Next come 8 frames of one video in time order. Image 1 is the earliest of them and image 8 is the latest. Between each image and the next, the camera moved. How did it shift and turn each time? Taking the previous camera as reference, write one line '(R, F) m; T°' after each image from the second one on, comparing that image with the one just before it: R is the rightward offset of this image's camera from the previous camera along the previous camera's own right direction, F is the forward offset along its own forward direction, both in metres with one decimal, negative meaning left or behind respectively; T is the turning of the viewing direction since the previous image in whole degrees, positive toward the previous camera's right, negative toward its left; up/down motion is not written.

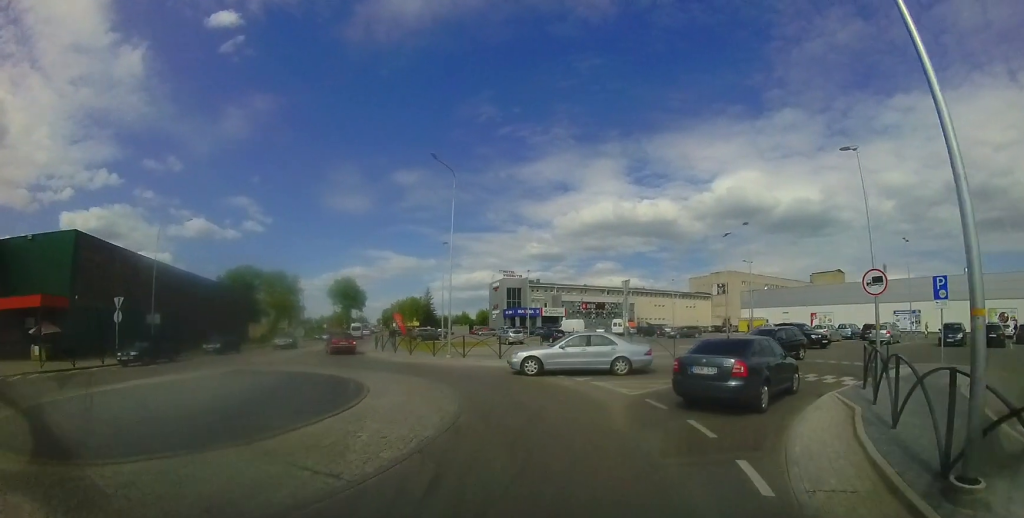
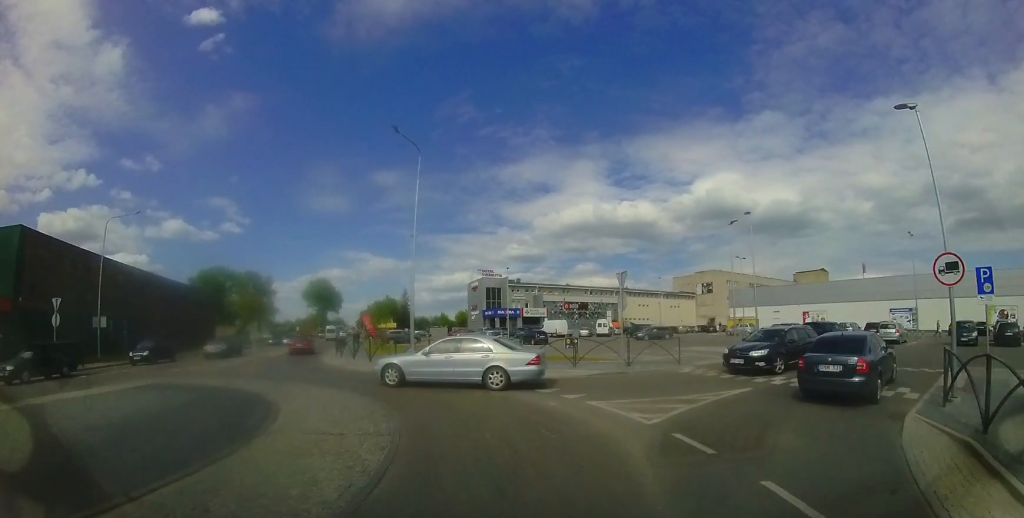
(-0.2, +2.4) m; -8°
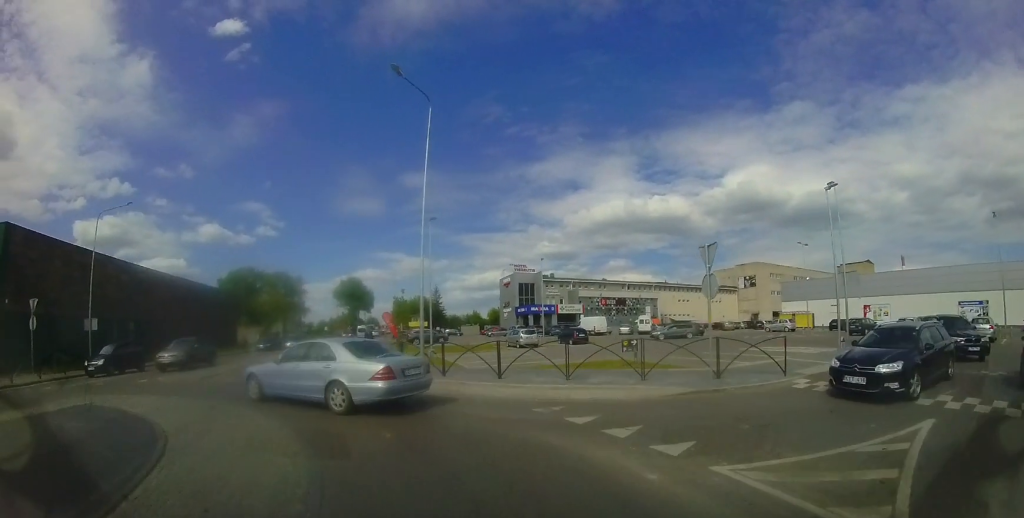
(-0.2, +3.1) m; -2°
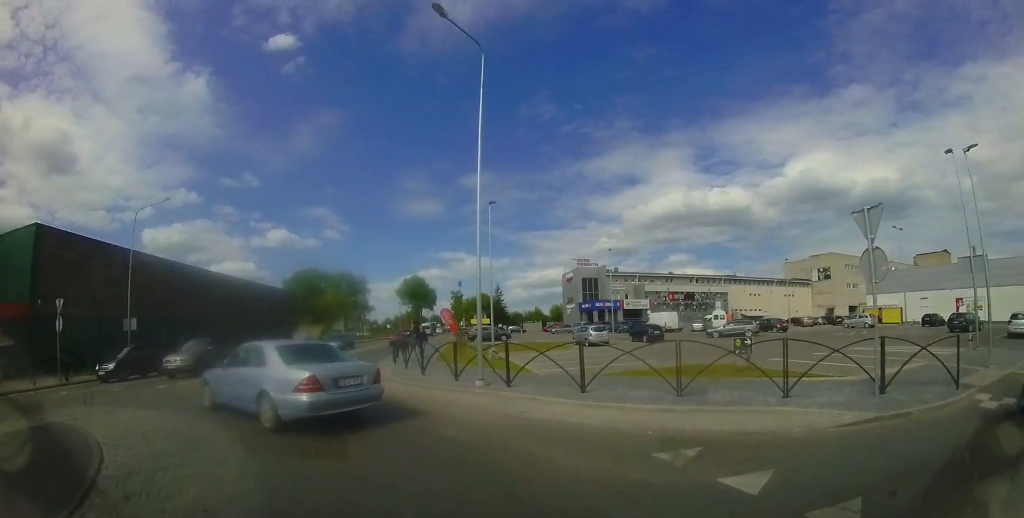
(+0.1, +2.1) m; -3°
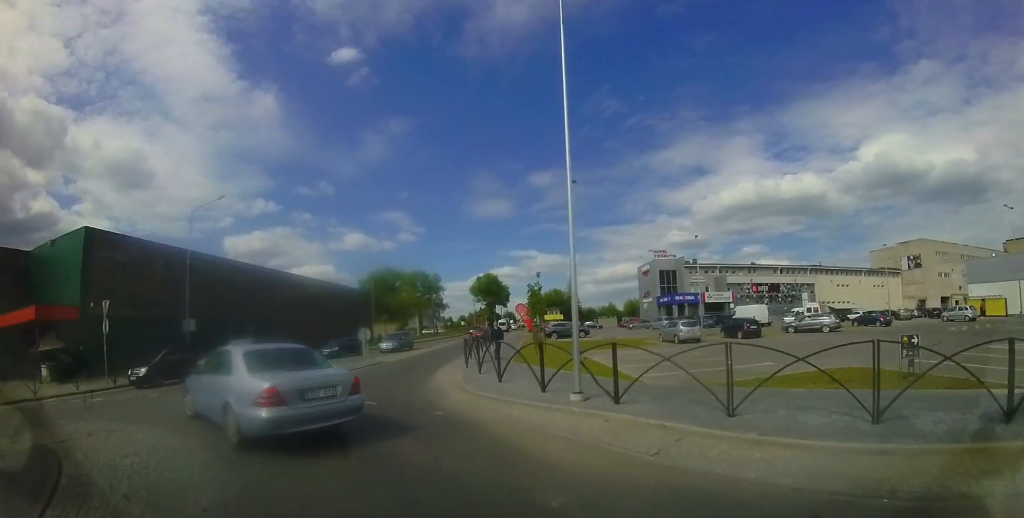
(+0.2, +2.0) m; -4°
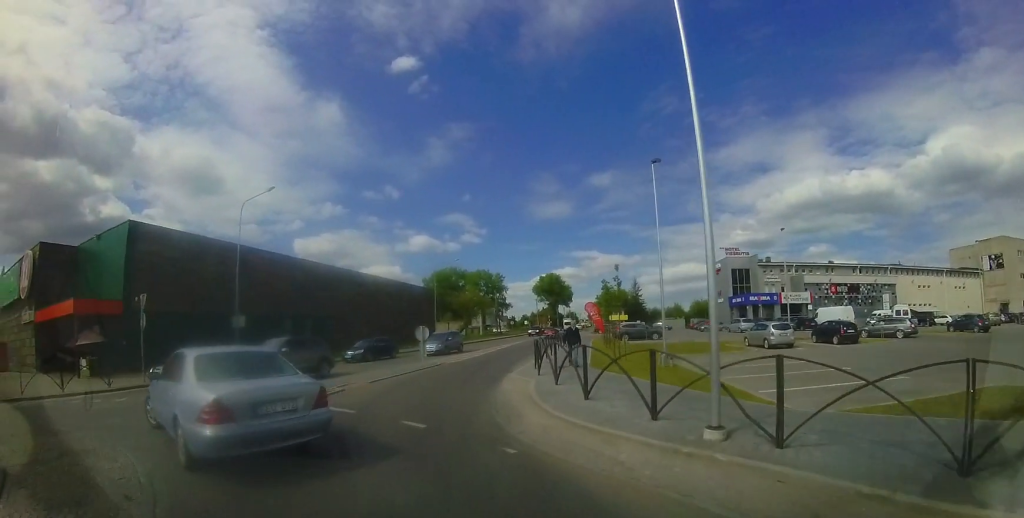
(-0.4, +2.3) m; -6°
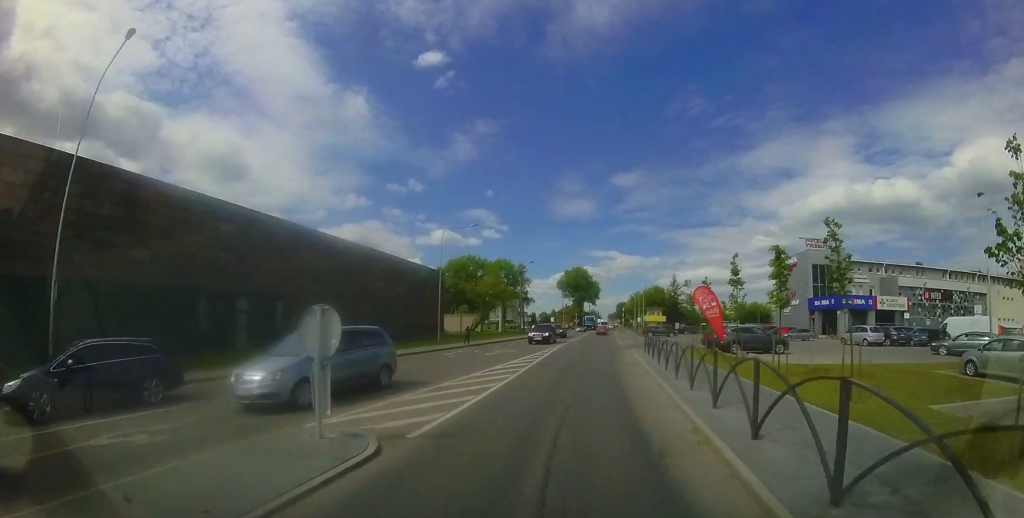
(-0.2, +11.2) m; +3°
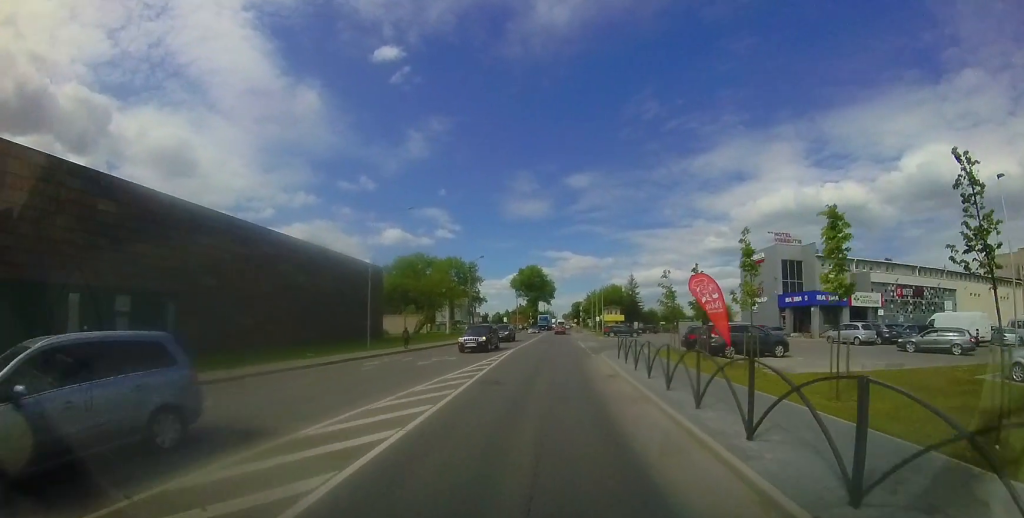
(+0.1, +3.9) m; +2°
